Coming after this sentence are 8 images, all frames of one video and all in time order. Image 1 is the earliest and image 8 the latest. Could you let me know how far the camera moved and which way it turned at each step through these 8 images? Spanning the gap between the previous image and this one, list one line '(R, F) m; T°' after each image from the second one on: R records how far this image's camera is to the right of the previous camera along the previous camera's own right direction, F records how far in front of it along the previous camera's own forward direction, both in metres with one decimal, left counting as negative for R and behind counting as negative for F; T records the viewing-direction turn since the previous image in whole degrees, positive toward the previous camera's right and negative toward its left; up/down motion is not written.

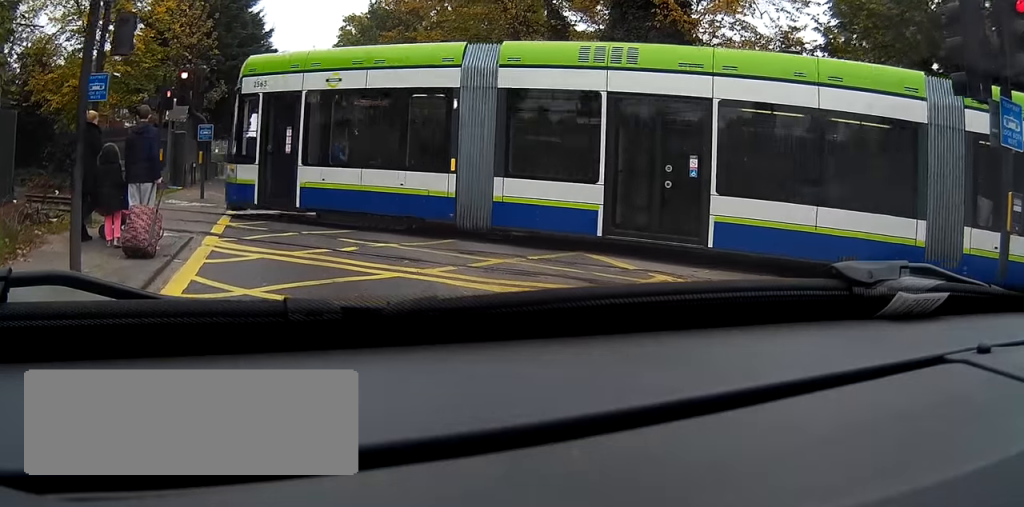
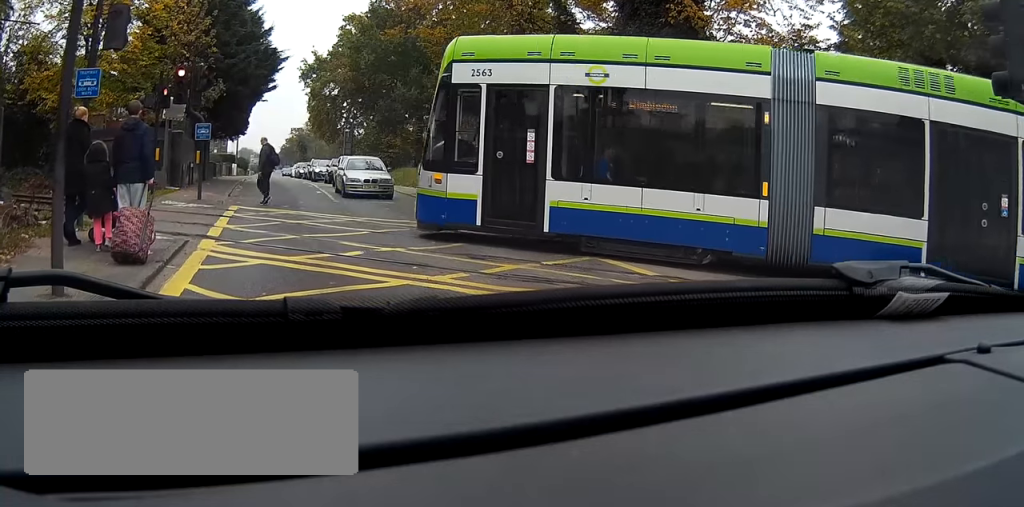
(0.0, +0.8) m; 0°
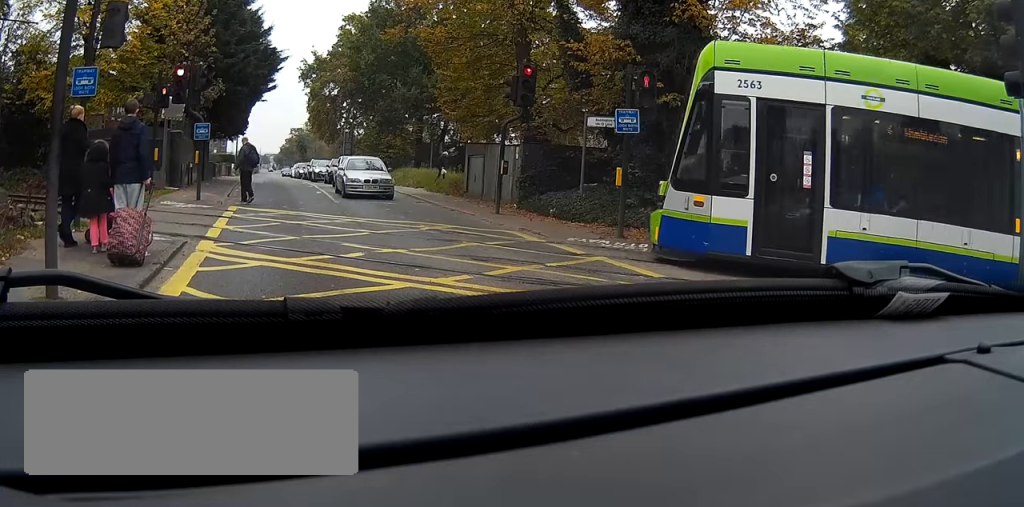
(+0.1, +0.3) m; 0°
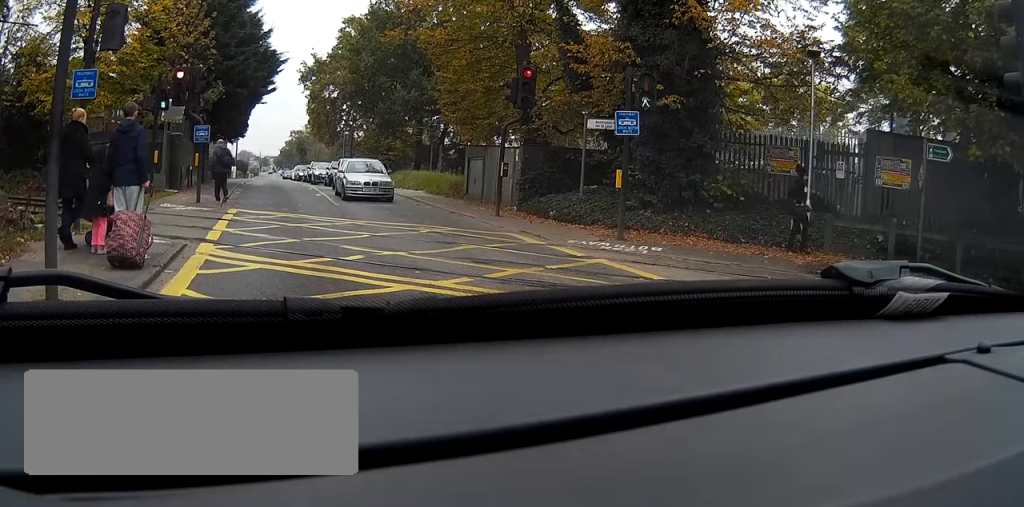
(0.0, +0.2) m; 0°
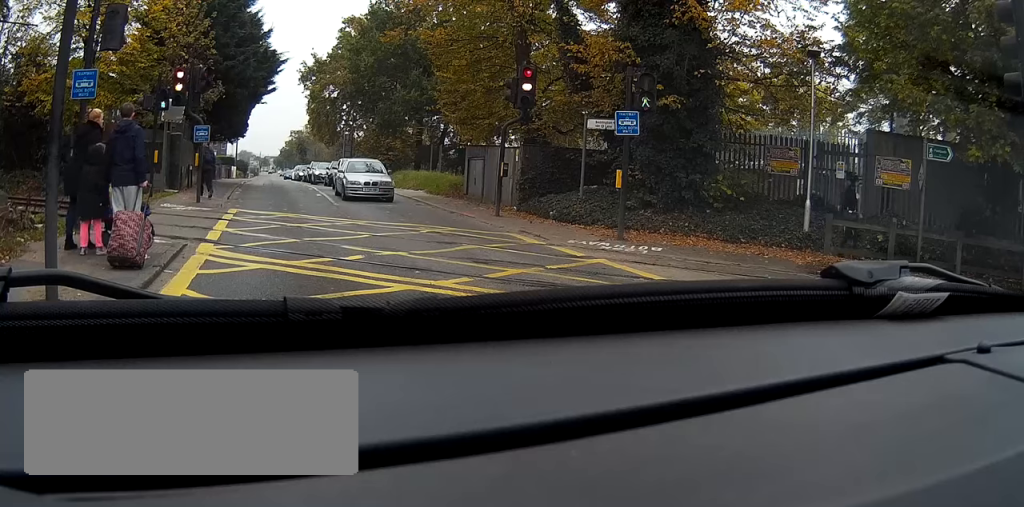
(0.0, 0.0) m; 0°
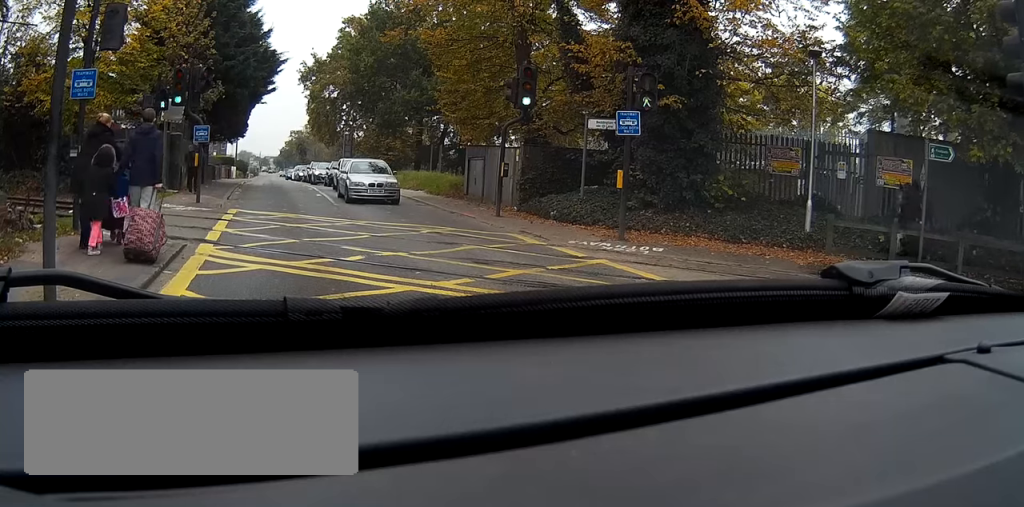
(0.0, +0.3) m; 0°
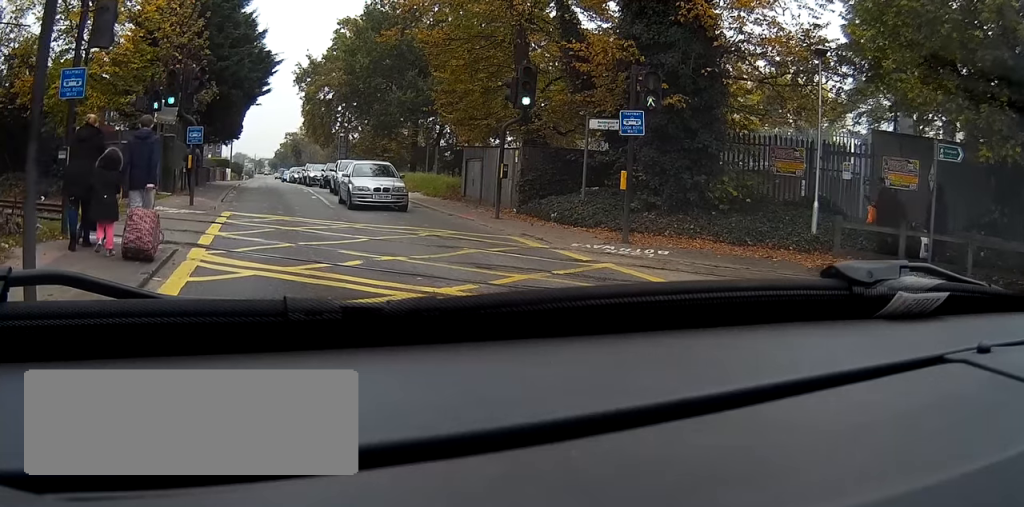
(0.0, +0.3) m; 0°
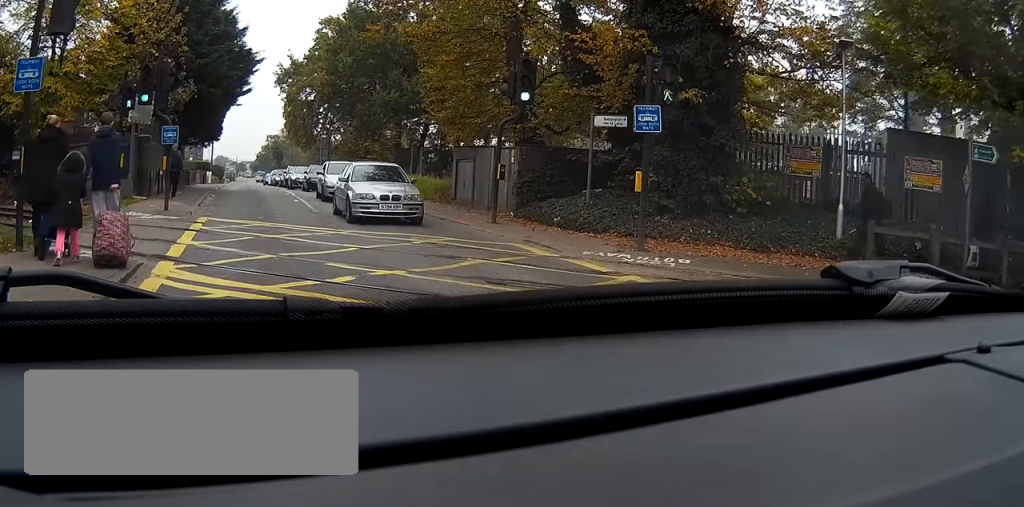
(0.0, +0.9) m; +1°
